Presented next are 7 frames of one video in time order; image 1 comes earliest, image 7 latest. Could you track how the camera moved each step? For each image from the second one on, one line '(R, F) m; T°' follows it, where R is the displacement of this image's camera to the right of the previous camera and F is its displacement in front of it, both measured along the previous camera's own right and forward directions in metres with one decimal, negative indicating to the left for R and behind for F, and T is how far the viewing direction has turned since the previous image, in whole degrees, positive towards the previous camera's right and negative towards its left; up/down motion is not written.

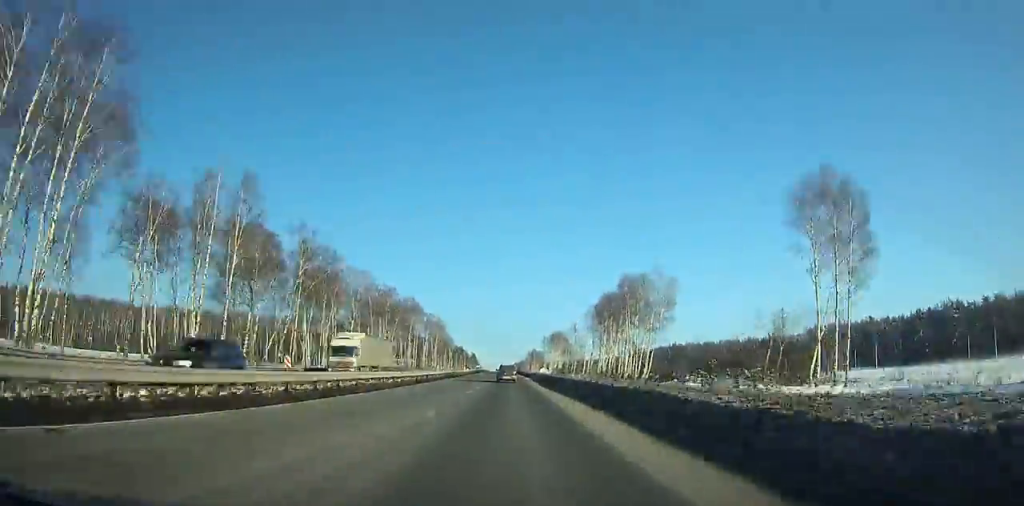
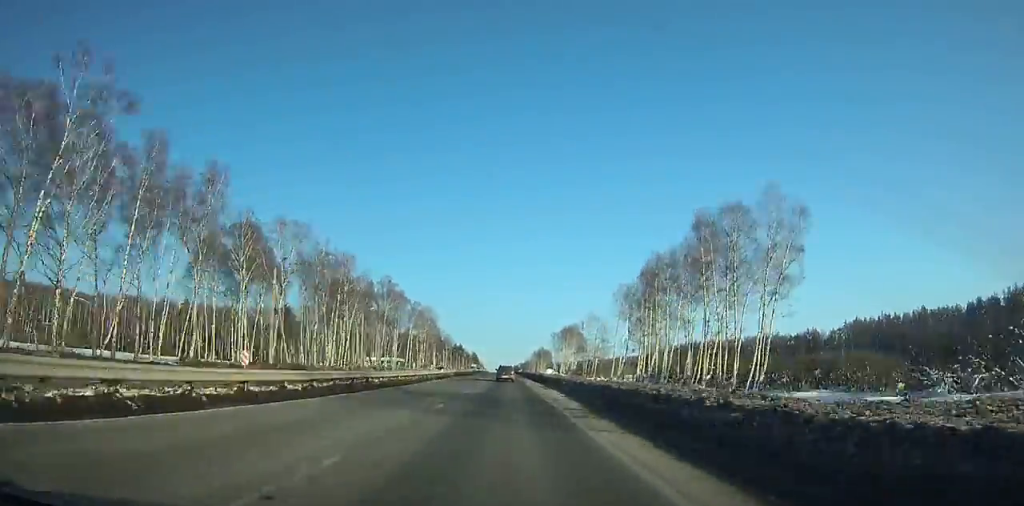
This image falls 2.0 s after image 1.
(-0.2, +44.7) m; -1°
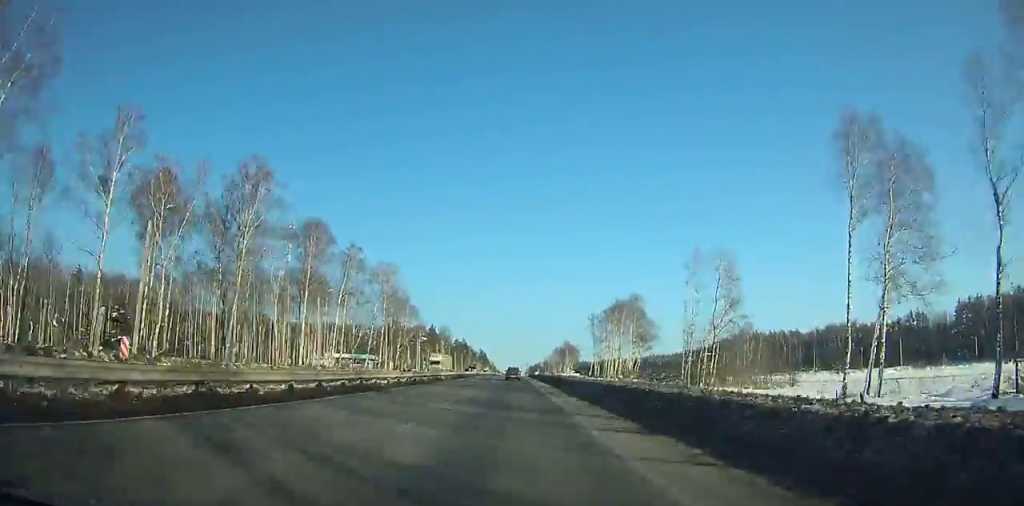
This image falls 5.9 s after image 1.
(-0.7, +91.4) m; 0°
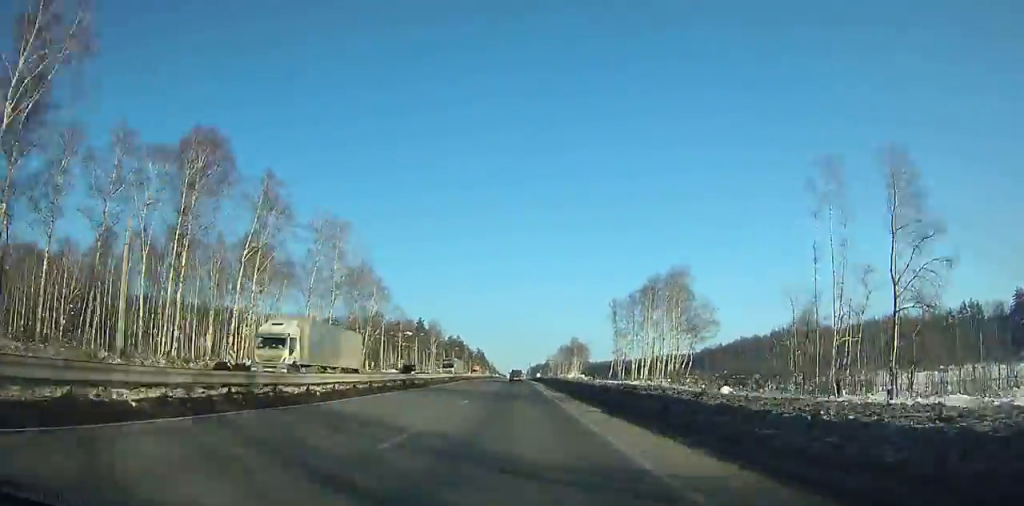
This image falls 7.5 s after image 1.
(-0.1, +38.2) m; 0°
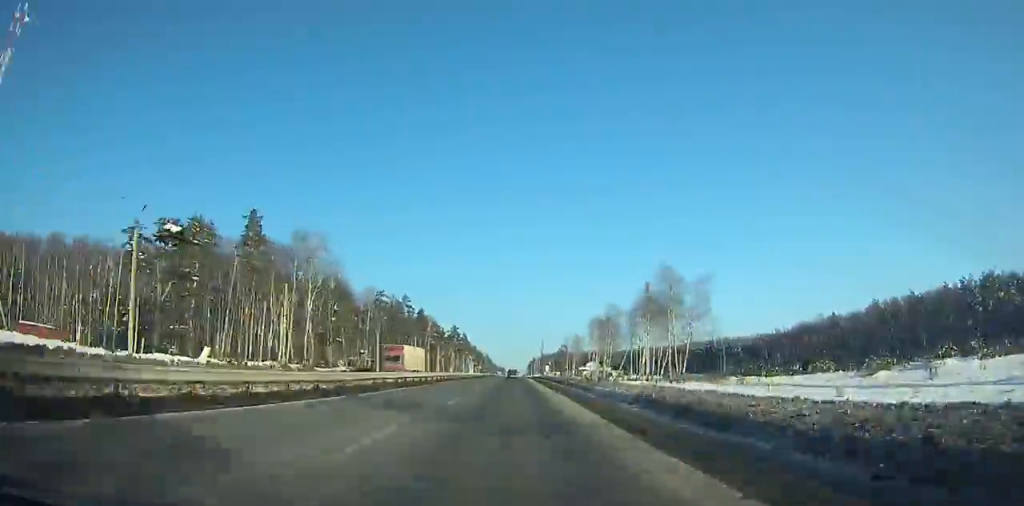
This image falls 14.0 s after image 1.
(-0.2, +156.8) m; -1°
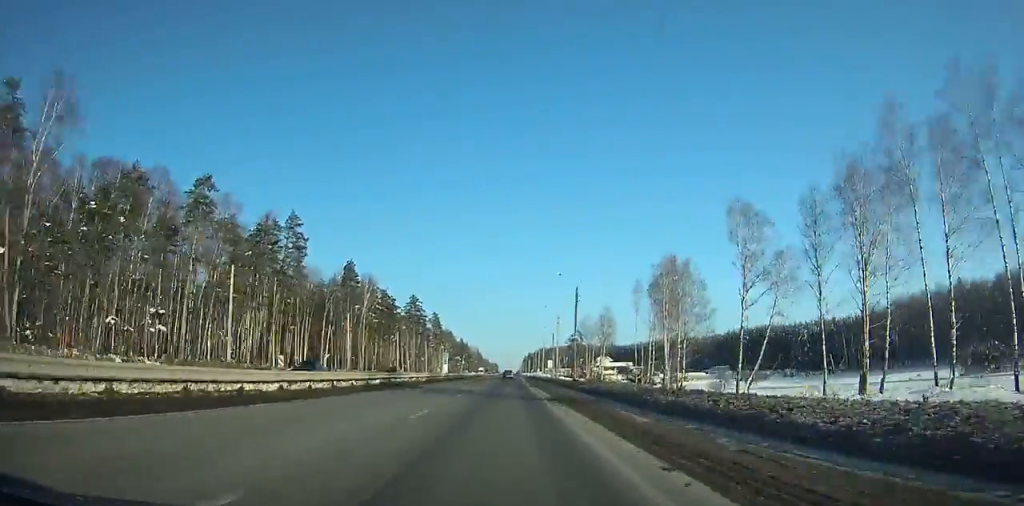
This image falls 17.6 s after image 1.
(-0.7, +87.0) m; -1°
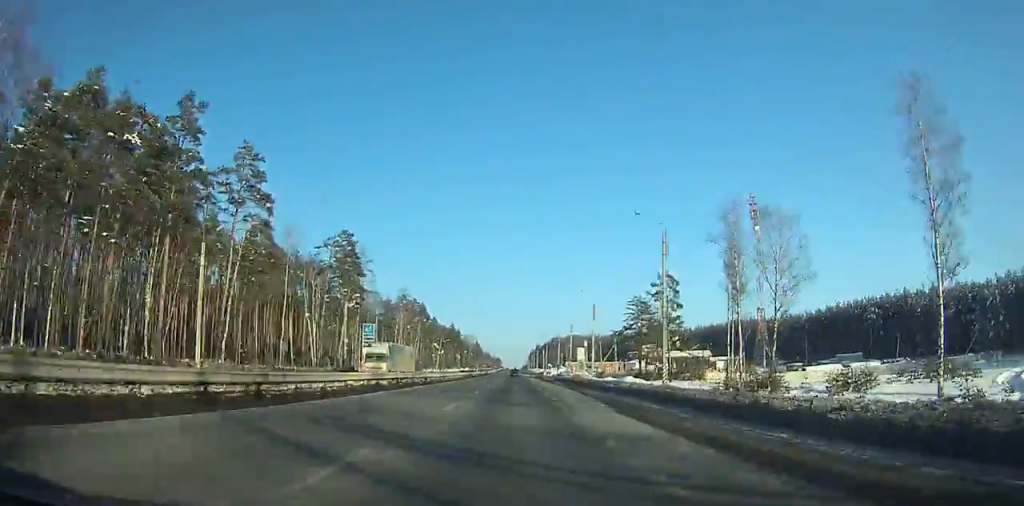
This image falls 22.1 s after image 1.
(+1.0, +114.4) m; +1°
